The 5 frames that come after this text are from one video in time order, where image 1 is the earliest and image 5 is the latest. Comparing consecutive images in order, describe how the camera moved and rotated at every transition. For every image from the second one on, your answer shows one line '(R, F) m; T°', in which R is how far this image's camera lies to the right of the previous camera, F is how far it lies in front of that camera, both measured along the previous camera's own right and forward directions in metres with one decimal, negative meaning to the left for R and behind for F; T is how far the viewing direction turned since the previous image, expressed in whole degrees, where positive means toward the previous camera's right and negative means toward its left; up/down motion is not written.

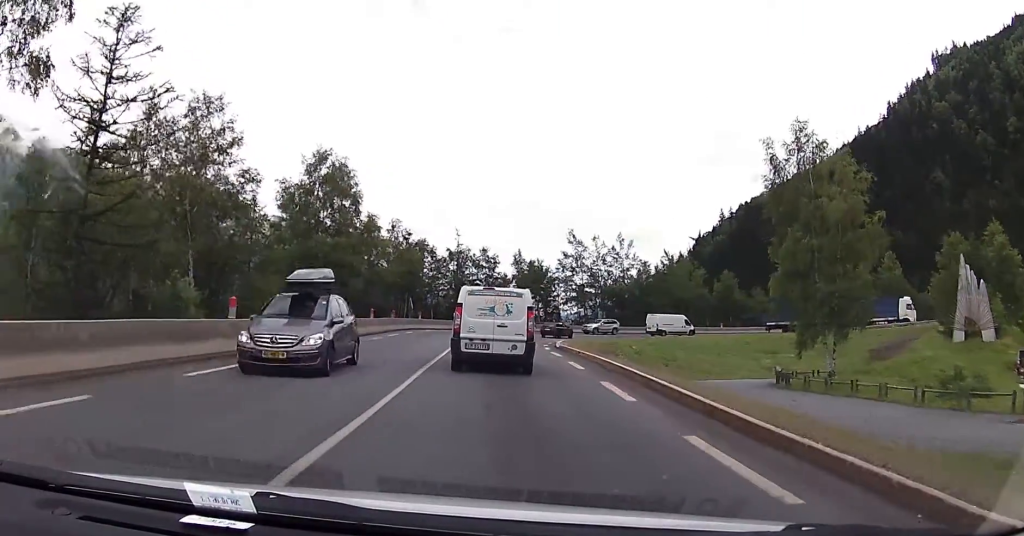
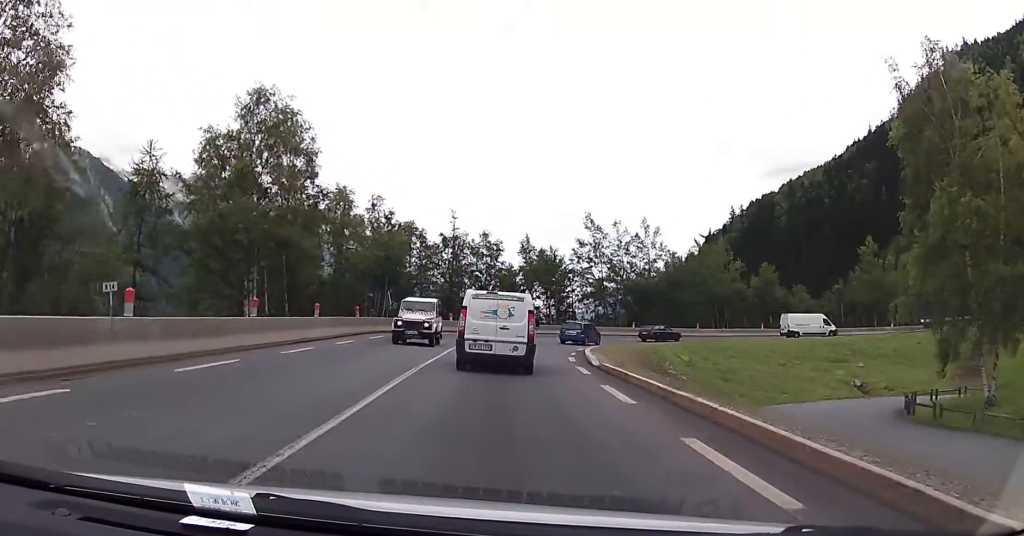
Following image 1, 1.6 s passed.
(-0.3, +13.1) m; -1°
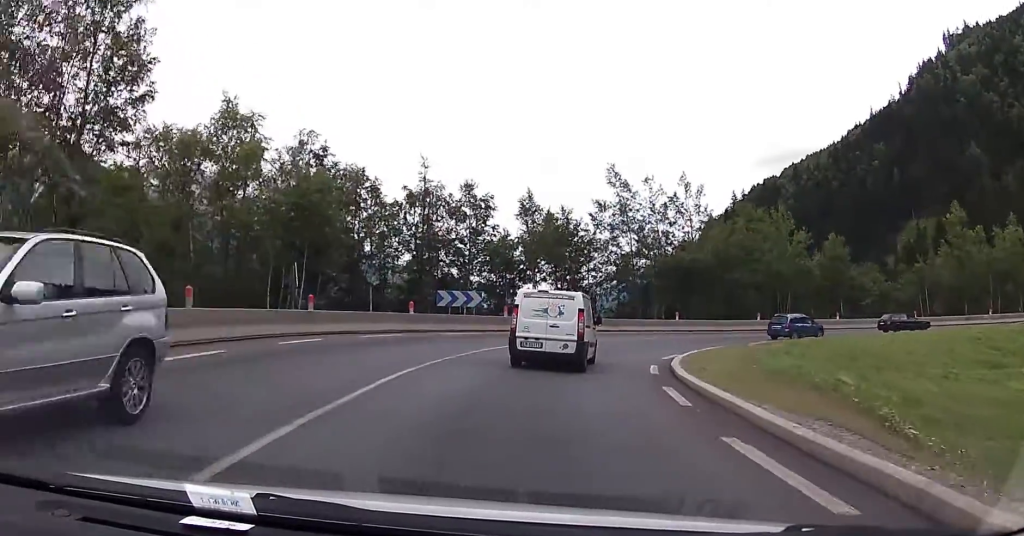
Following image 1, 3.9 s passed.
(+0.2, +19.4) m; 0°
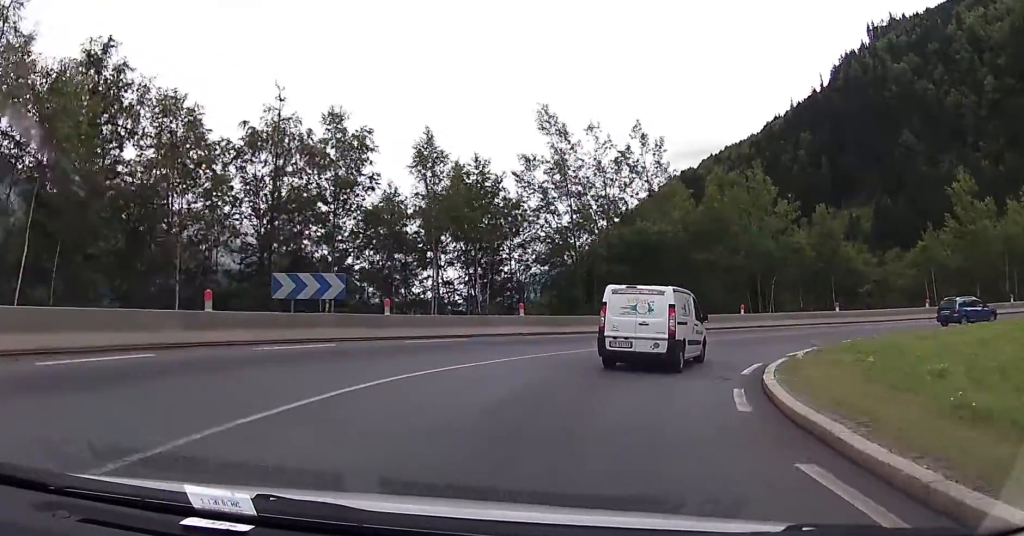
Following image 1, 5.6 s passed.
(+0.2, +14.3) m; +3°
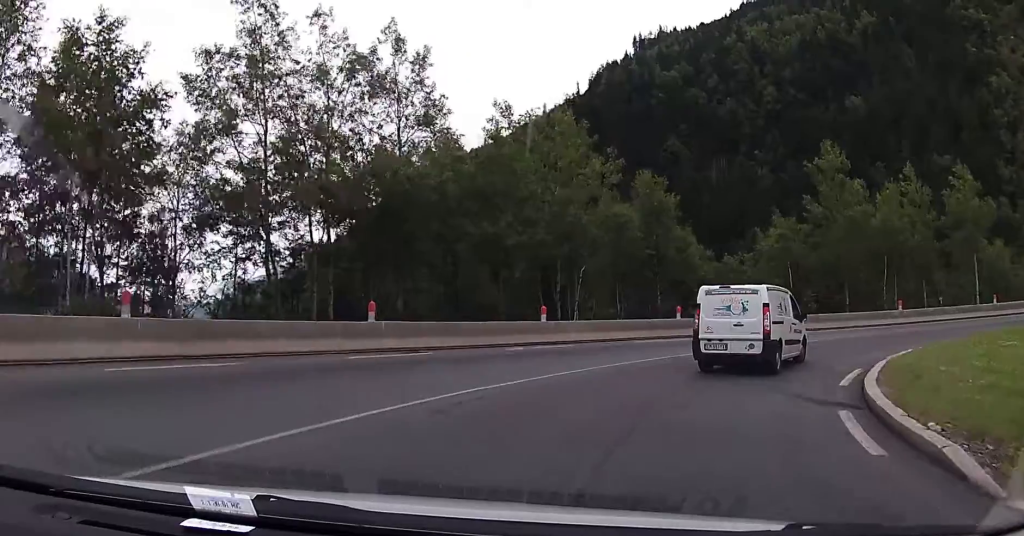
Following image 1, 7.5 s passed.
(+1.2, +17.0) m; +13°
